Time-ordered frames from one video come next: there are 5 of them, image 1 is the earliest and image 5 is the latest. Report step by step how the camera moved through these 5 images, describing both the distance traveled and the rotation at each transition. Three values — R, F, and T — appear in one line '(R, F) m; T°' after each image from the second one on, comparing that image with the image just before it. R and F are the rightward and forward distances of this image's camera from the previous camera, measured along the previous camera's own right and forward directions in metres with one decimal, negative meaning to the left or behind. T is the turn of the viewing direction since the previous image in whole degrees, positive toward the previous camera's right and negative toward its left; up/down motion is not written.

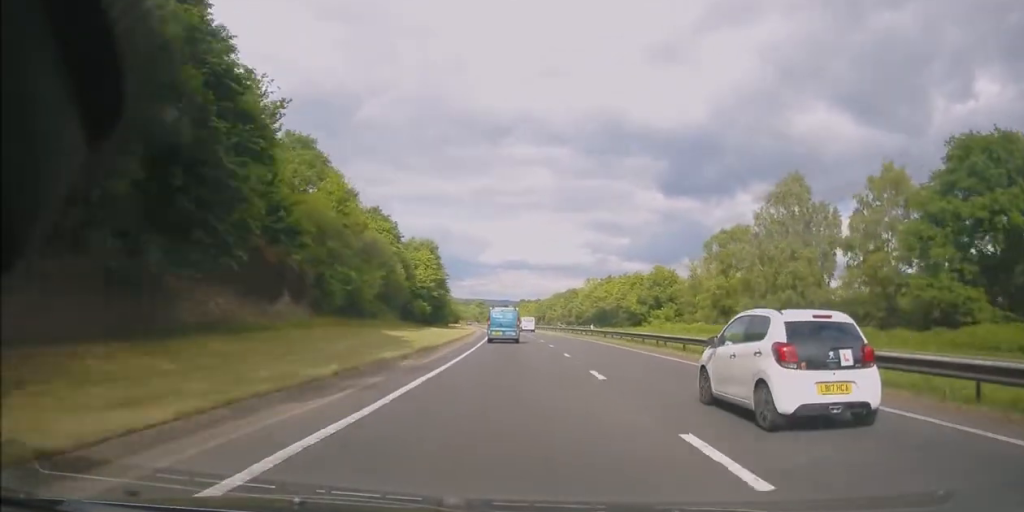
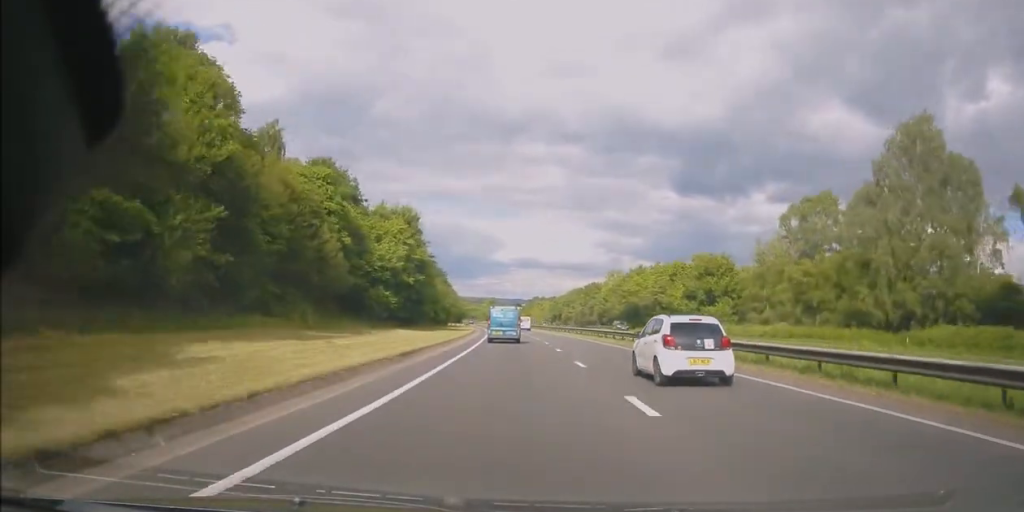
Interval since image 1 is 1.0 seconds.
(-0.7, +22.8) m; -3°
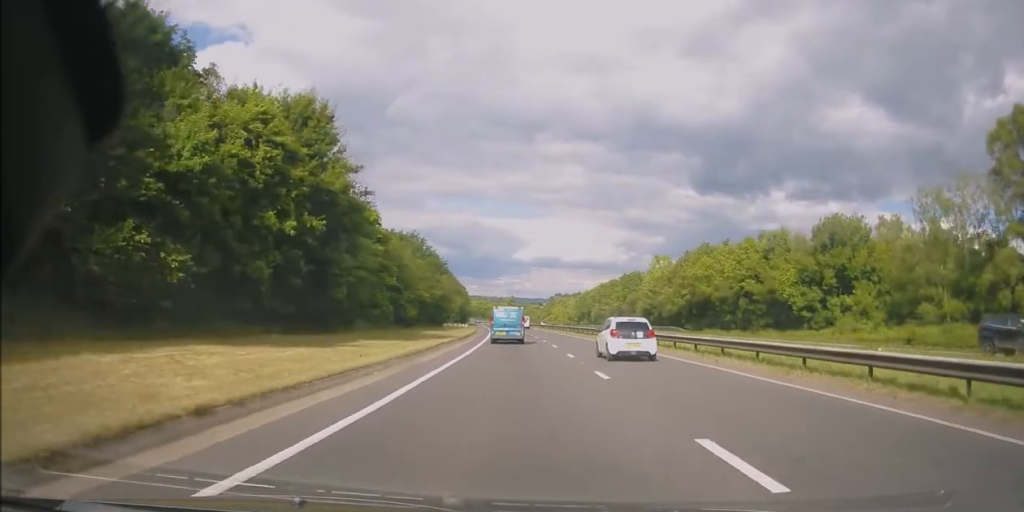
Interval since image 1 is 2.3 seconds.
(-0.6, +30.1) m; -1°
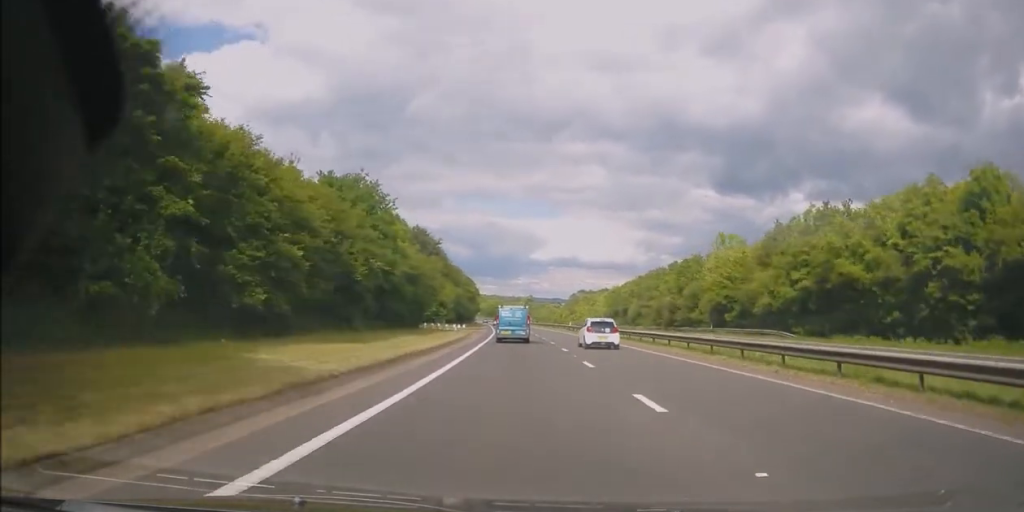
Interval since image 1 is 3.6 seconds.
(+0.1, +29.9) m; 0°
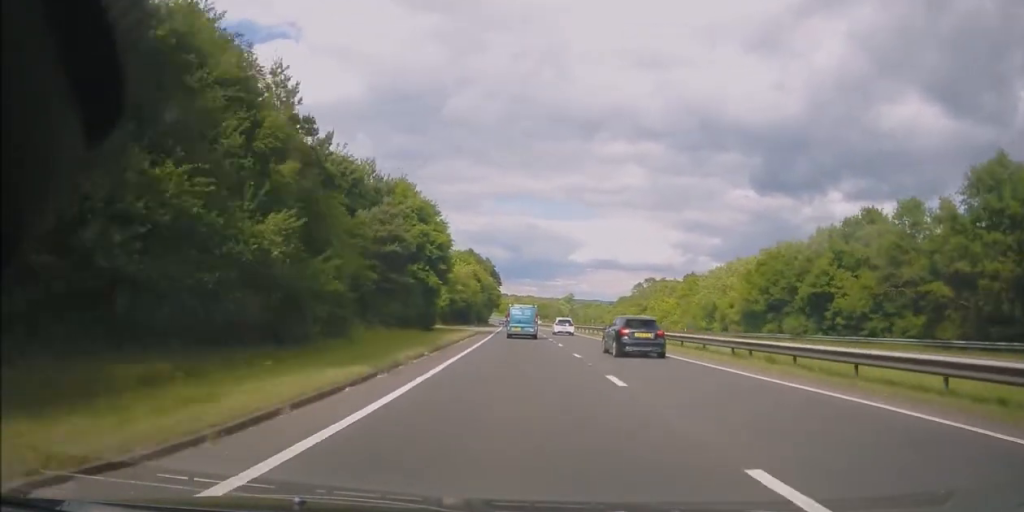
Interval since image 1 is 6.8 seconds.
(-2.0, +72.2) m; -4°
